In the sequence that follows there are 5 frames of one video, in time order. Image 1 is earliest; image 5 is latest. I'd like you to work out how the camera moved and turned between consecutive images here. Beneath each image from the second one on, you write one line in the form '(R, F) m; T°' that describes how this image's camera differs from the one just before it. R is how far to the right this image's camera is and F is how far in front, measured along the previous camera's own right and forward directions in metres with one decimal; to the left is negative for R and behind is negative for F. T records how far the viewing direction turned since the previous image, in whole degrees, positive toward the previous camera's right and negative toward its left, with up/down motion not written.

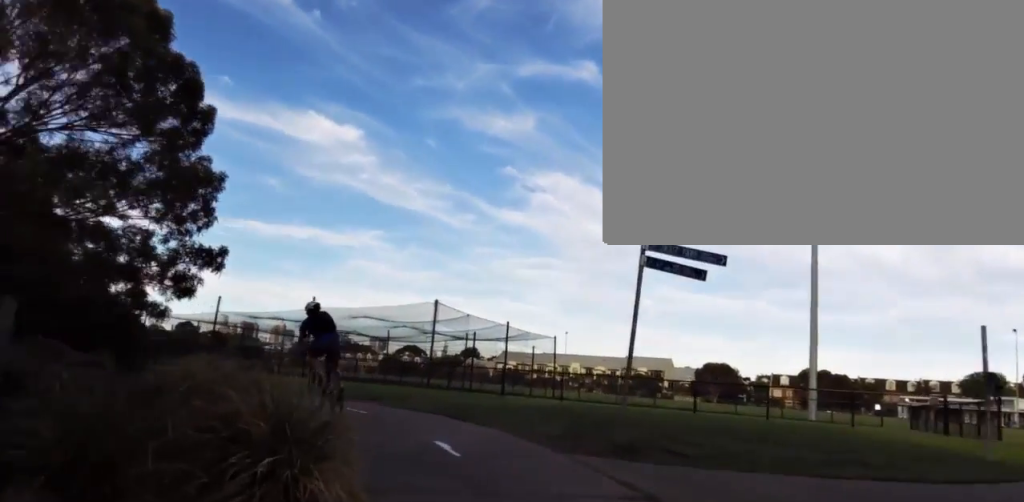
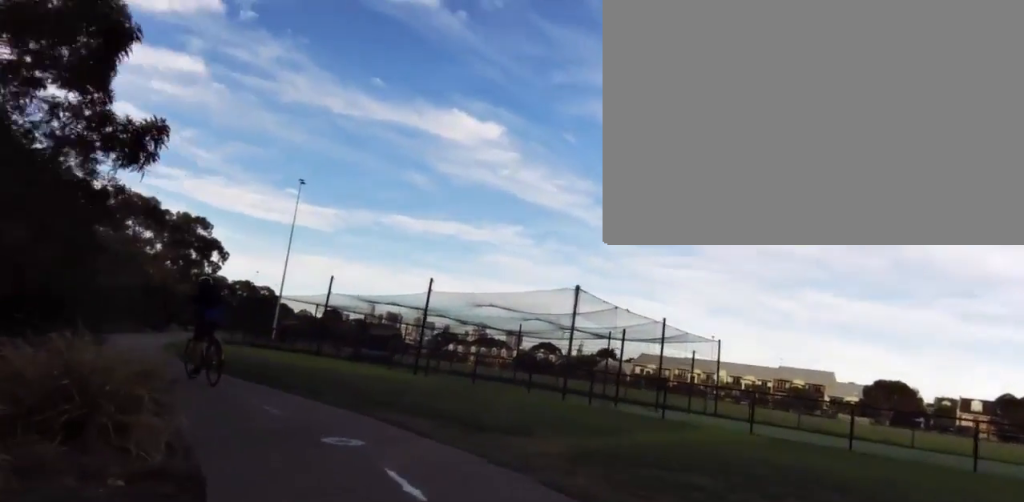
(-1.2, +5.7) m; -11°
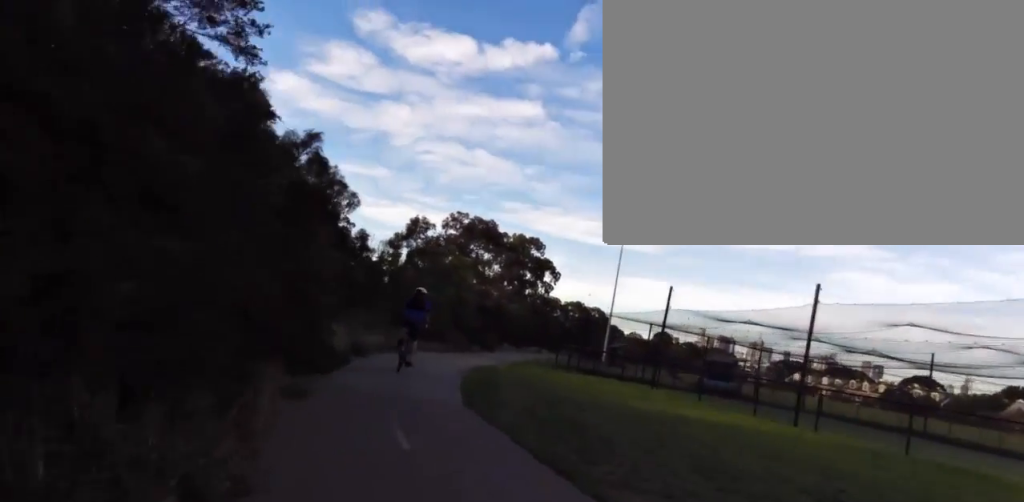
(+0.4, +6.3) m; -15°
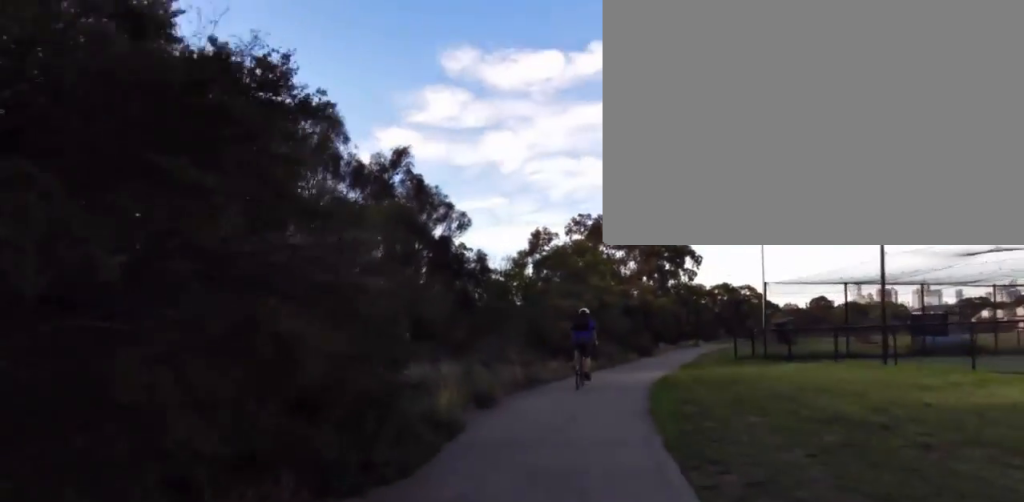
(-1.5, +3.8) m; -15°
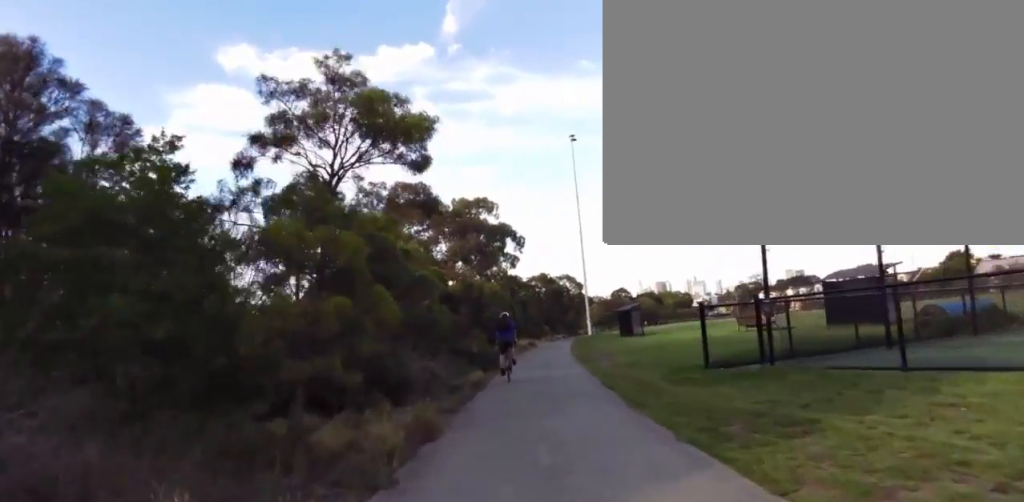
(+2.1, +12.0) m; +12°
